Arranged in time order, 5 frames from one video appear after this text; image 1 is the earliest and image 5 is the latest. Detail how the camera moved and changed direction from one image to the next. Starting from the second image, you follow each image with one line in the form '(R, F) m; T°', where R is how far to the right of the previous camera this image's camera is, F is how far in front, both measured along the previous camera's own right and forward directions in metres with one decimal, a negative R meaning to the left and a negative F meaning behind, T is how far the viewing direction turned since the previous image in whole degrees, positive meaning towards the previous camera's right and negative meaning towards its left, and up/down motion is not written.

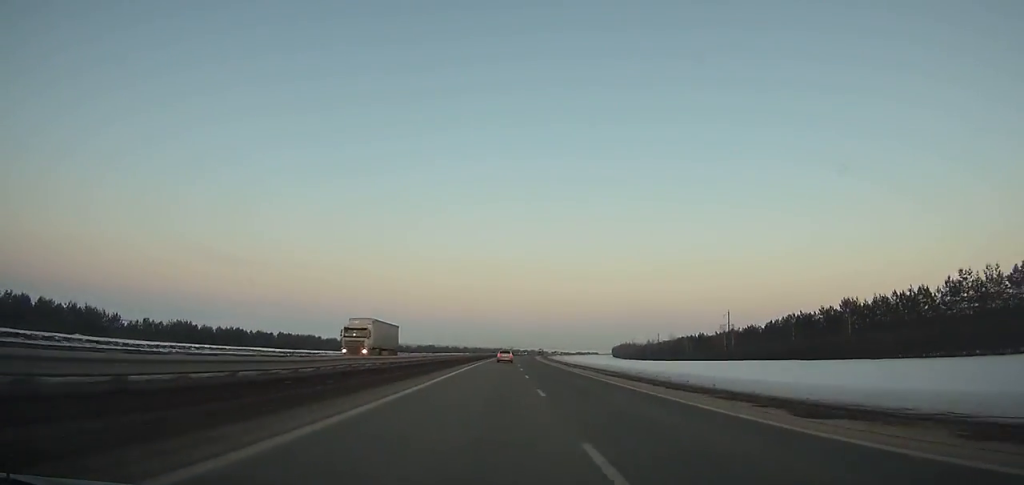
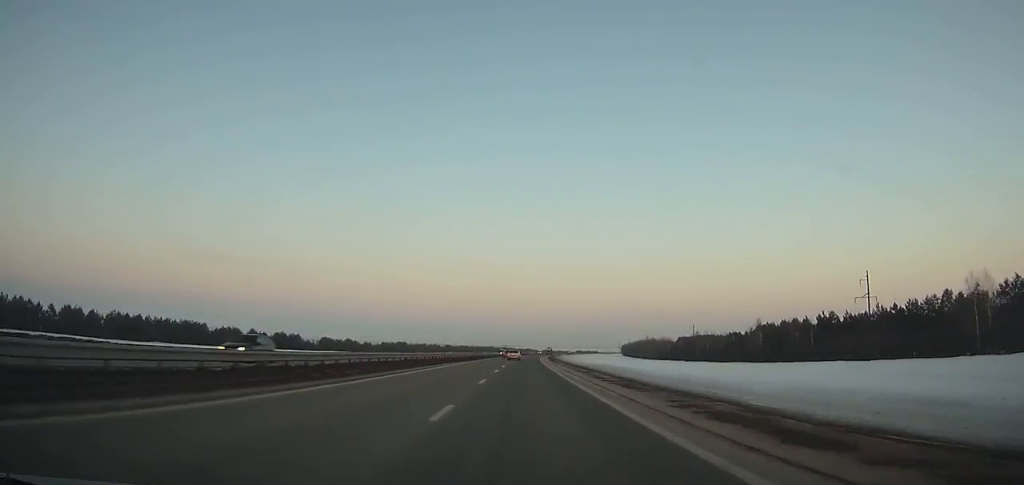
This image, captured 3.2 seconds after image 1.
(+2.1, +103.2) m; +2°
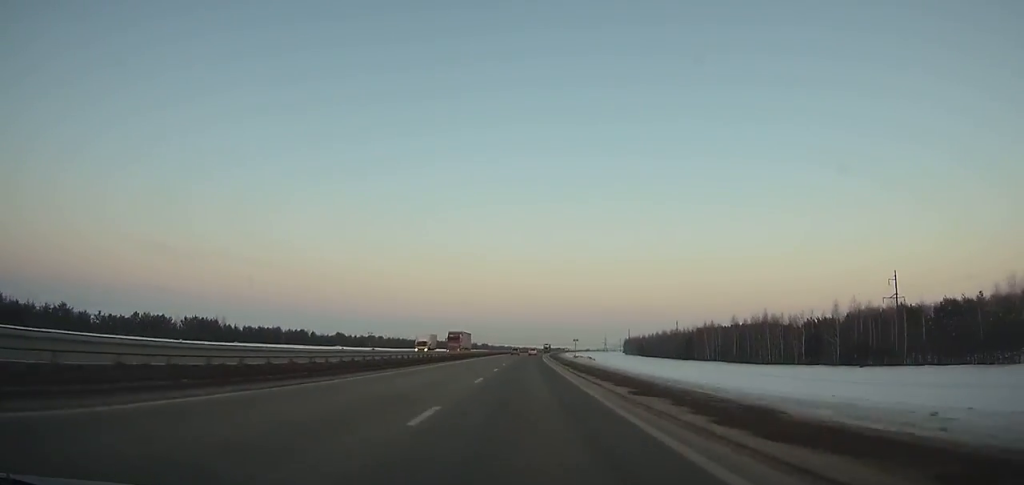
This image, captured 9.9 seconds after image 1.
(+6.9, +214.2) m; +4°
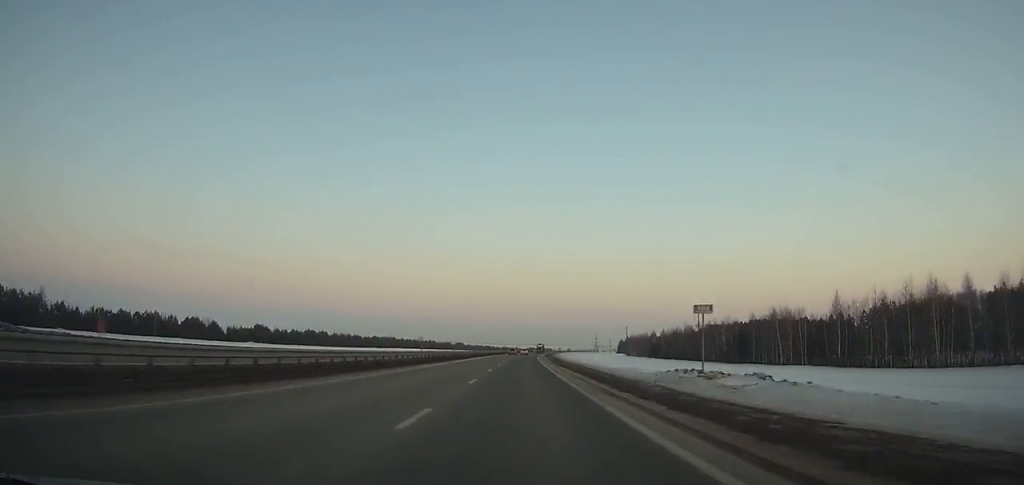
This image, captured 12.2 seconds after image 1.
(+0.7, +73.0) m; +1°
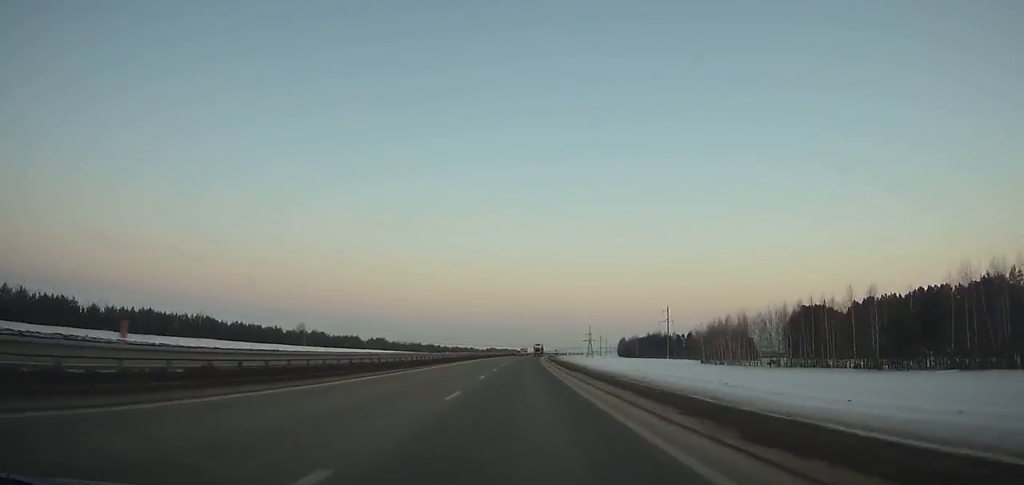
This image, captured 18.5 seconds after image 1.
(+5.7, +198.0) m; +4°
